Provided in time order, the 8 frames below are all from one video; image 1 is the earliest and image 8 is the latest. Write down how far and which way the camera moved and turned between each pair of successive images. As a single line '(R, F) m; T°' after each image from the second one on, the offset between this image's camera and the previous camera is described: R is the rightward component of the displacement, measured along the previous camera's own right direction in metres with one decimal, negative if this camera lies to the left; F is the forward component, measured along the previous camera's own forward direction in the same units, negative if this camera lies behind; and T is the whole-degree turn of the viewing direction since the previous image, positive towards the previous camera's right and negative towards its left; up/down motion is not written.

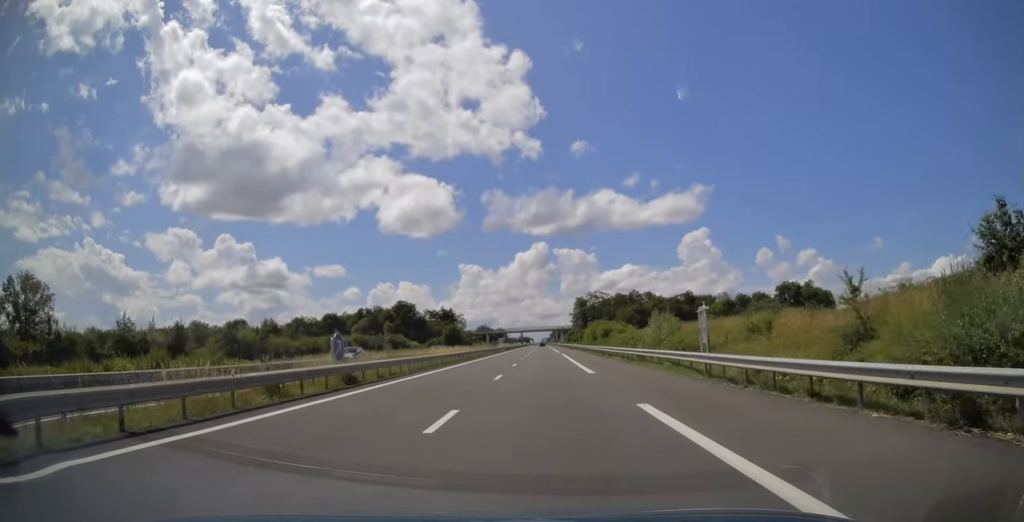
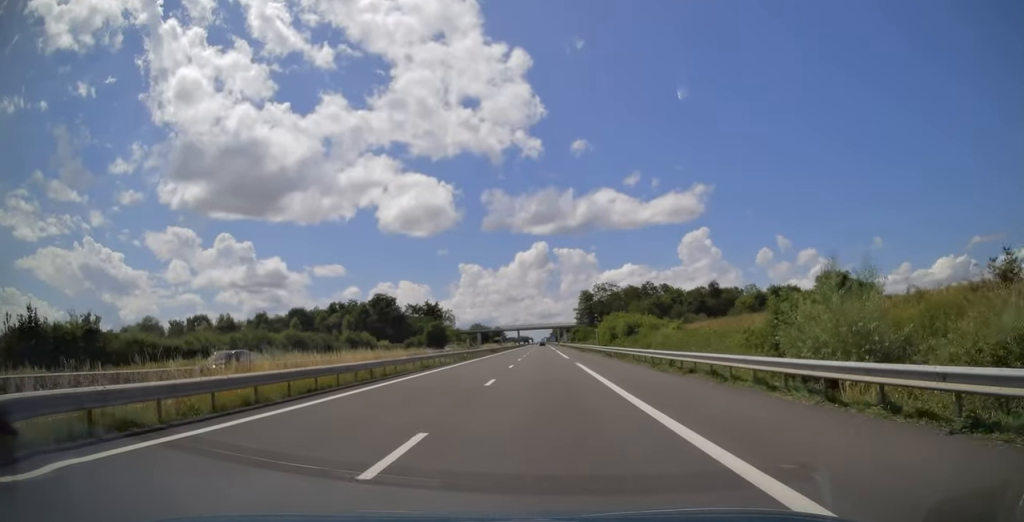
(+0.1, +28.8) m; +1°
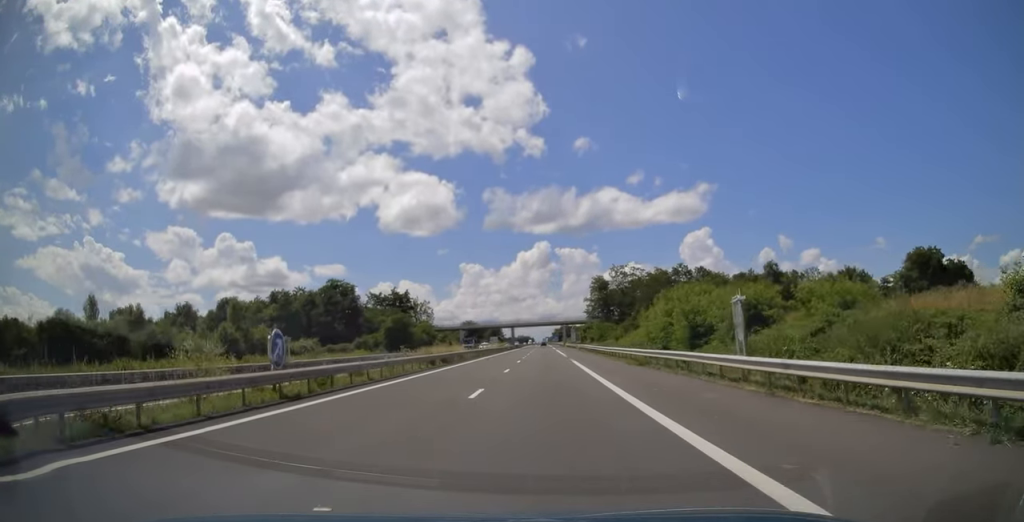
(+0.3, +42.6) m; -1°
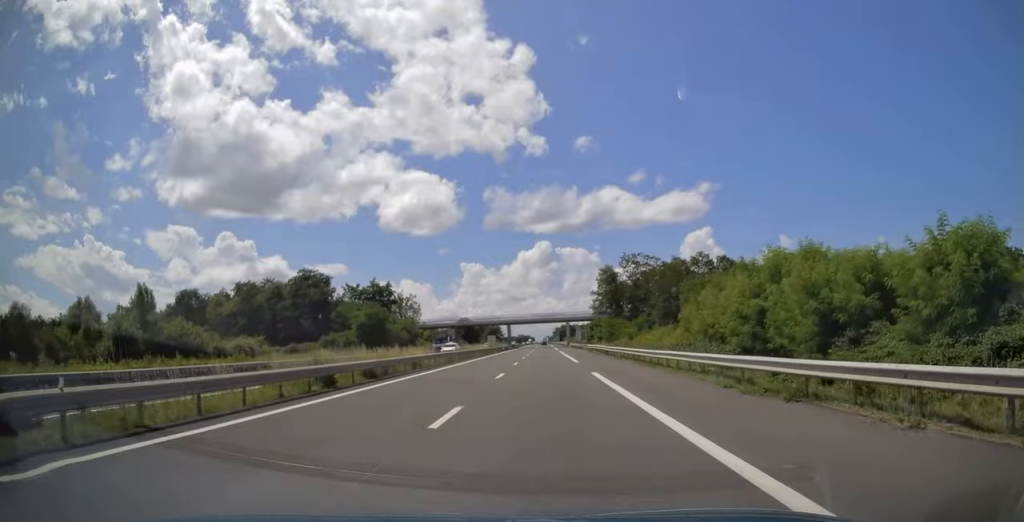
(-0.4, +18.0) m; 0°
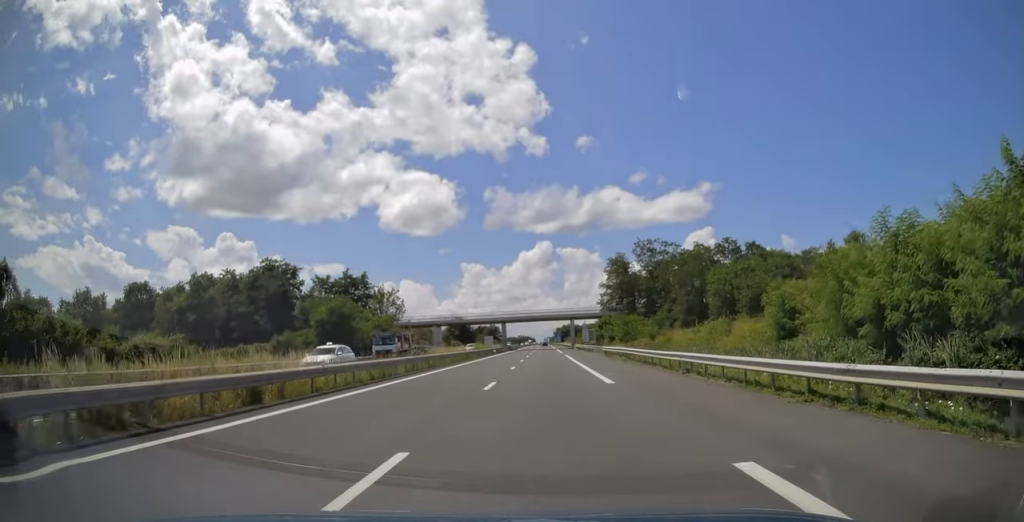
(-0.1, +18.0) m; 0°
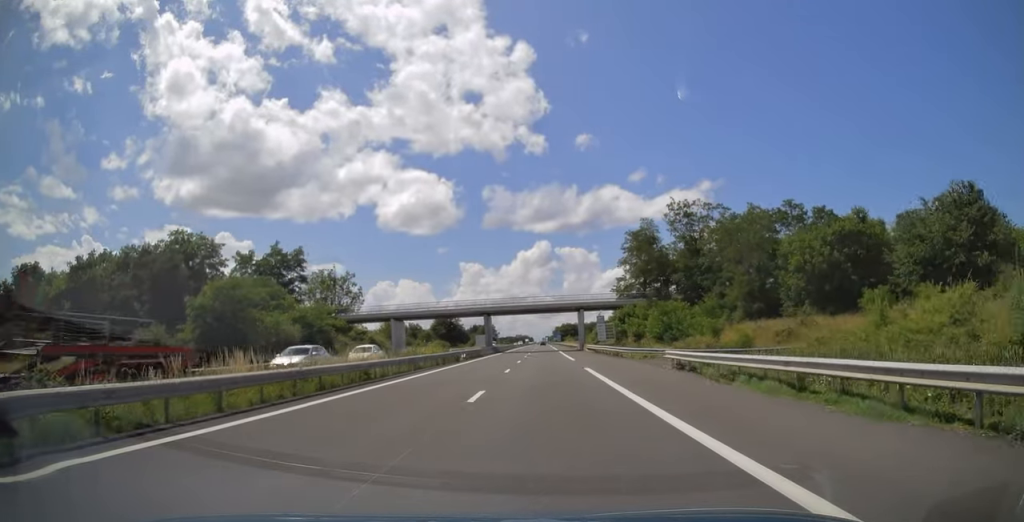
(+0.3, +29.3) m; +1°
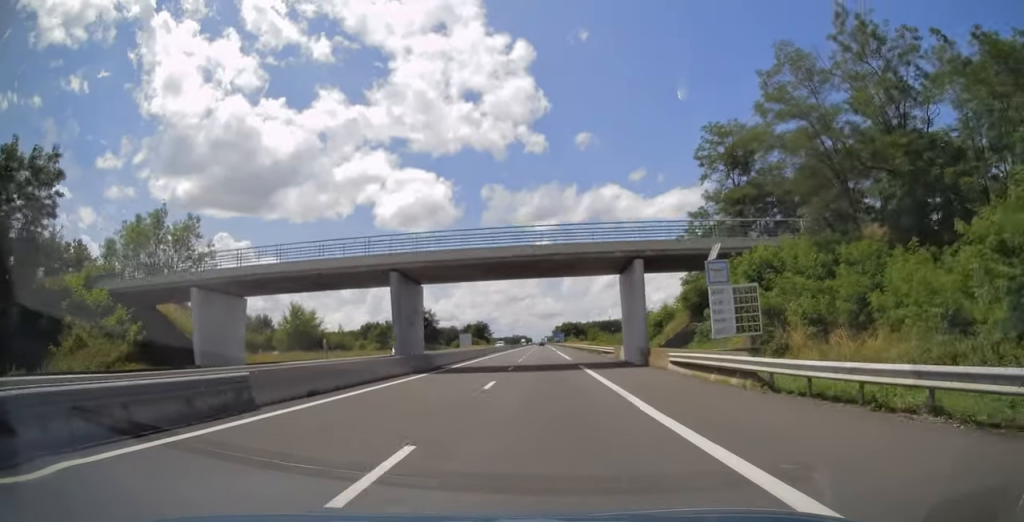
(0.0, +47.2) m; 0°
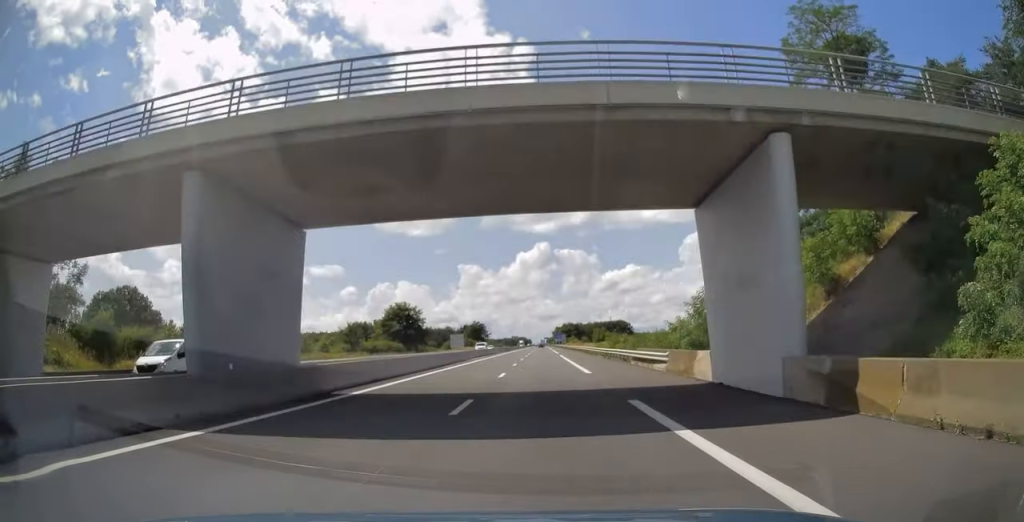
(0.0, +19.0) m; 0°
